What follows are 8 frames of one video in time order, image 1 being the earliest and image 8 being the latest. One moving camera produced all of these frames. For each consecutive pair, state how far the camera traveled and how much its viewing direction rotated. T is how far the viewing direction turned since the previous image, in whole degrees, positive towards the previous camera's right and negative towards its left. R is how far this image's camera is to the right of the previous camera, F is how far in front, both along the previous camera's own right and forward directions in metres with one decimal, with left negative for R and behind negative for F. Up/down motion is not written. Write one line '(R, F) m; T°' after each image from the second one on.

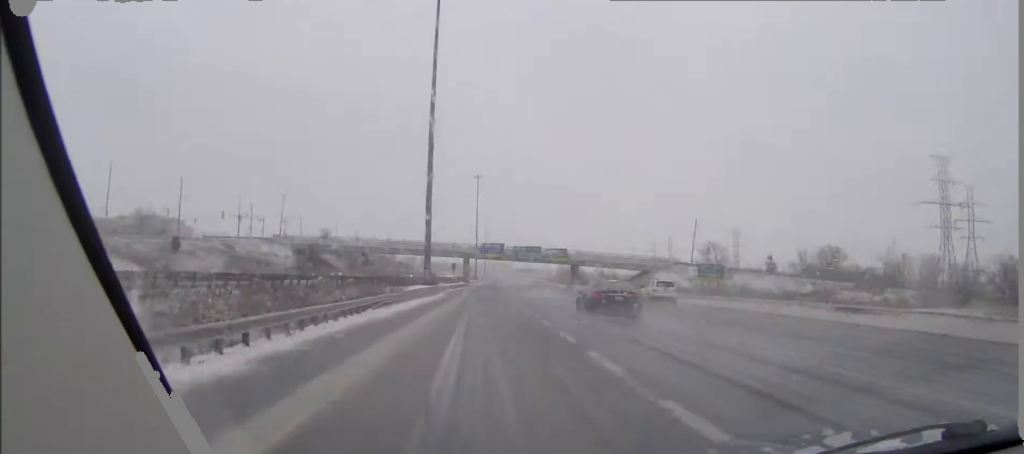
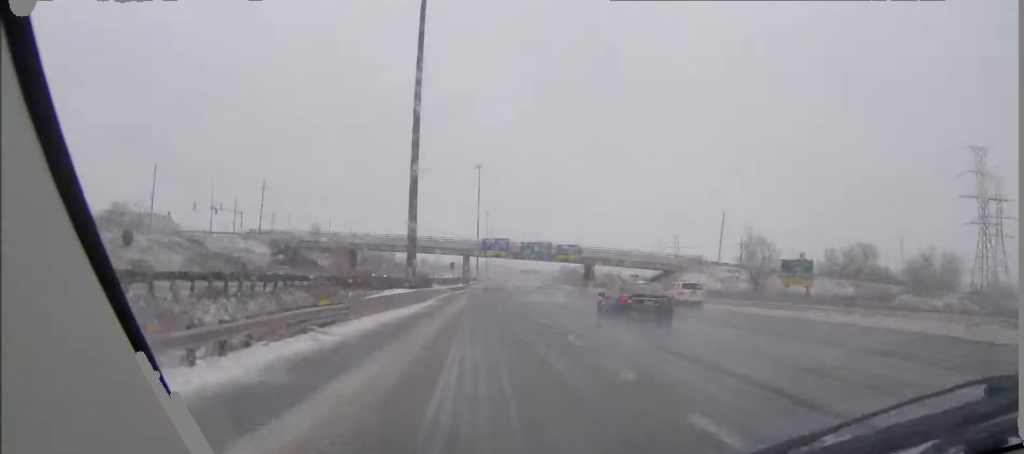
(0.0, +18.4) m; 0°
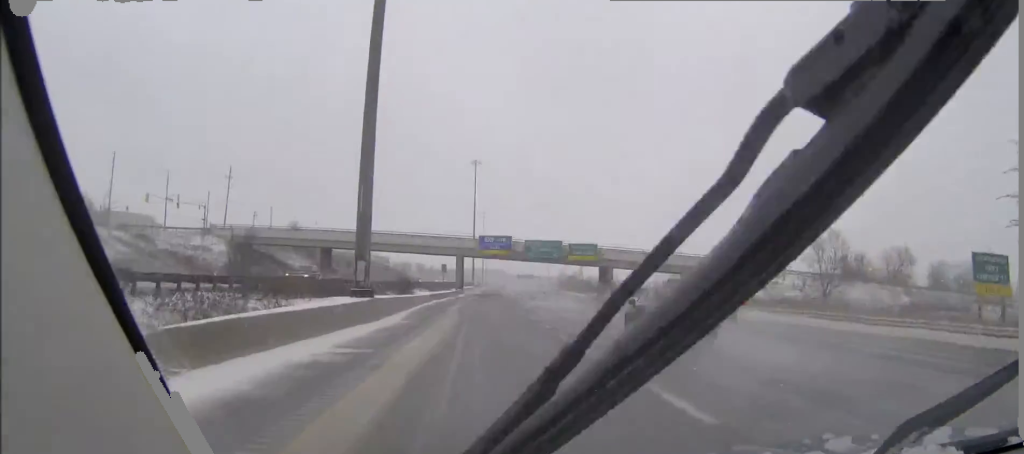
(0.0, +21.1) m; 0°
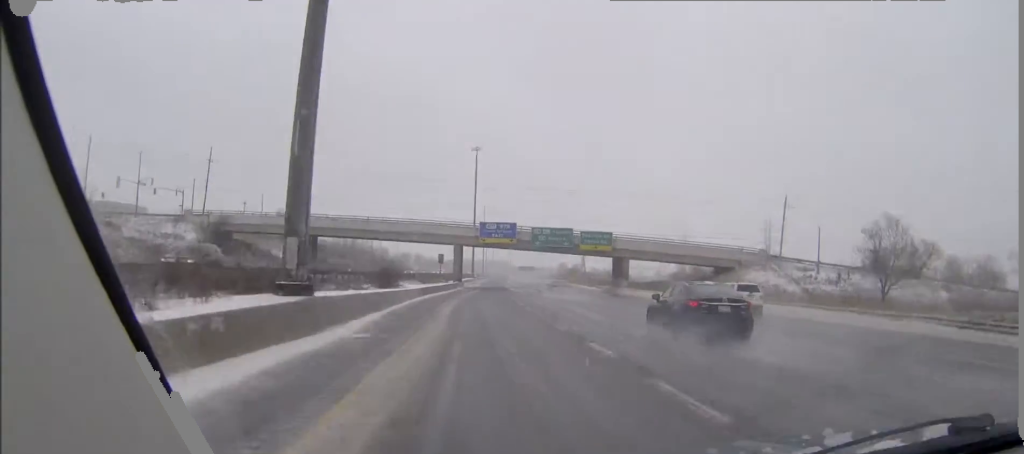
(0.0, +11.9) m; 0°
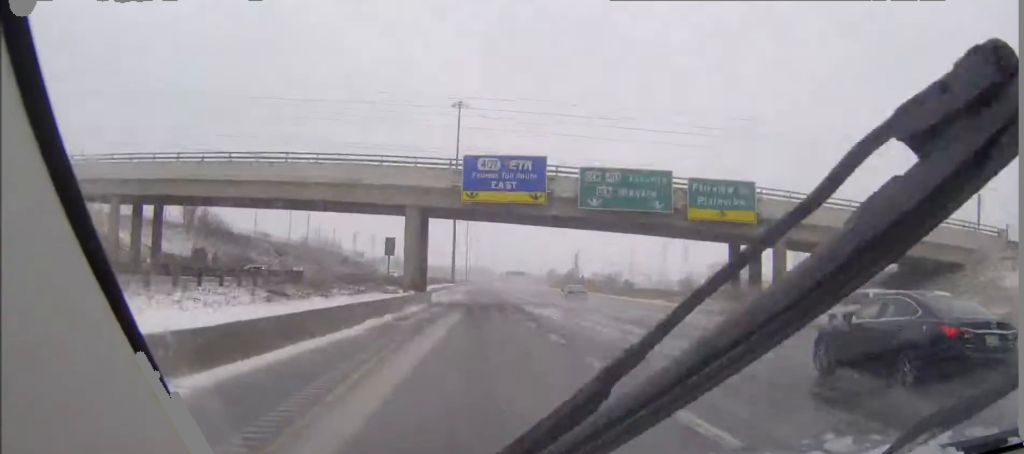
(+0.3, +54.0) m; +1°
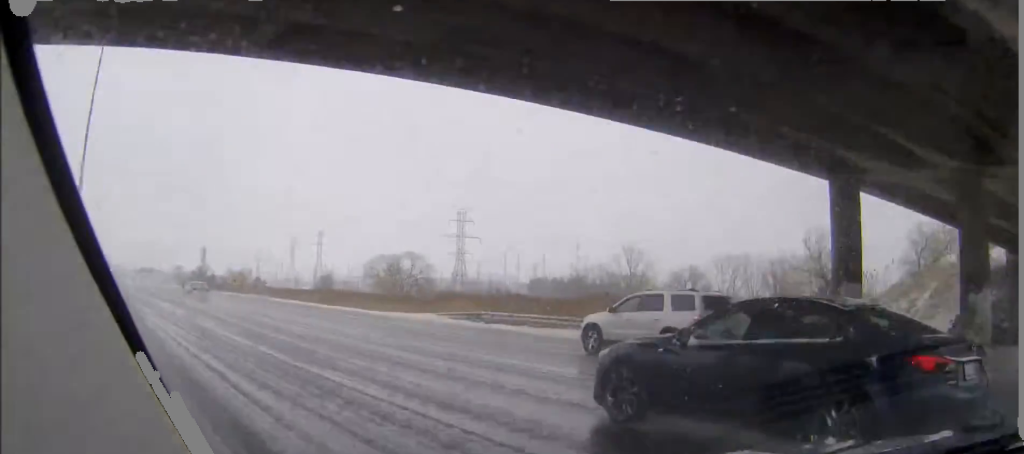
(+0.9, +39.8) m; +4°
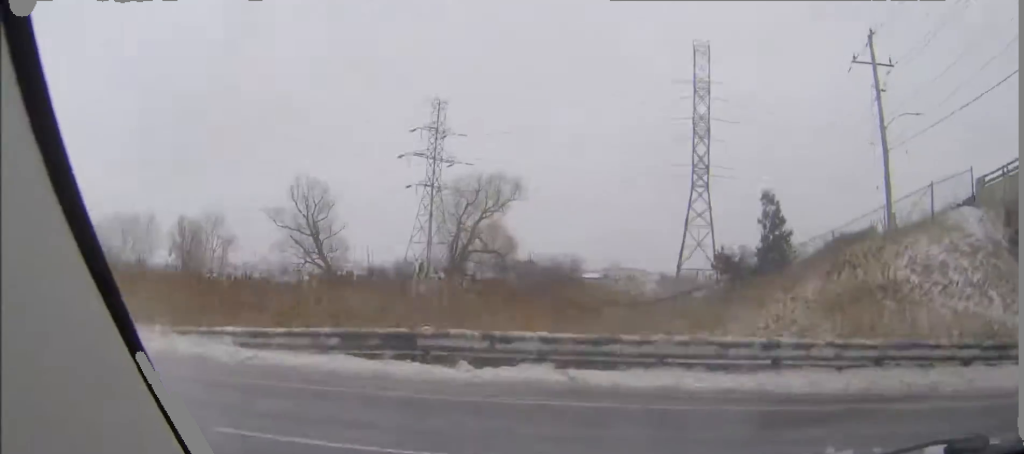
(+2.0, +29.7) m; +10°
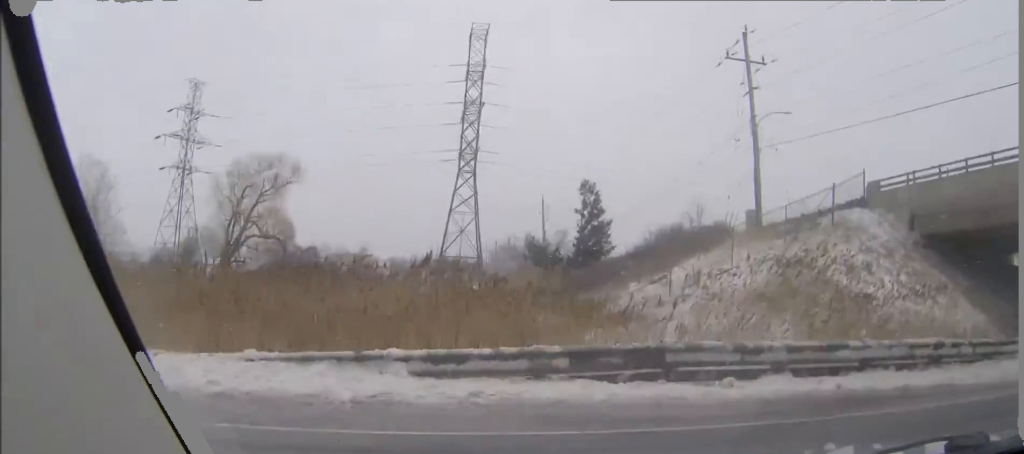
(+0.3, +9.7) m; +4°
